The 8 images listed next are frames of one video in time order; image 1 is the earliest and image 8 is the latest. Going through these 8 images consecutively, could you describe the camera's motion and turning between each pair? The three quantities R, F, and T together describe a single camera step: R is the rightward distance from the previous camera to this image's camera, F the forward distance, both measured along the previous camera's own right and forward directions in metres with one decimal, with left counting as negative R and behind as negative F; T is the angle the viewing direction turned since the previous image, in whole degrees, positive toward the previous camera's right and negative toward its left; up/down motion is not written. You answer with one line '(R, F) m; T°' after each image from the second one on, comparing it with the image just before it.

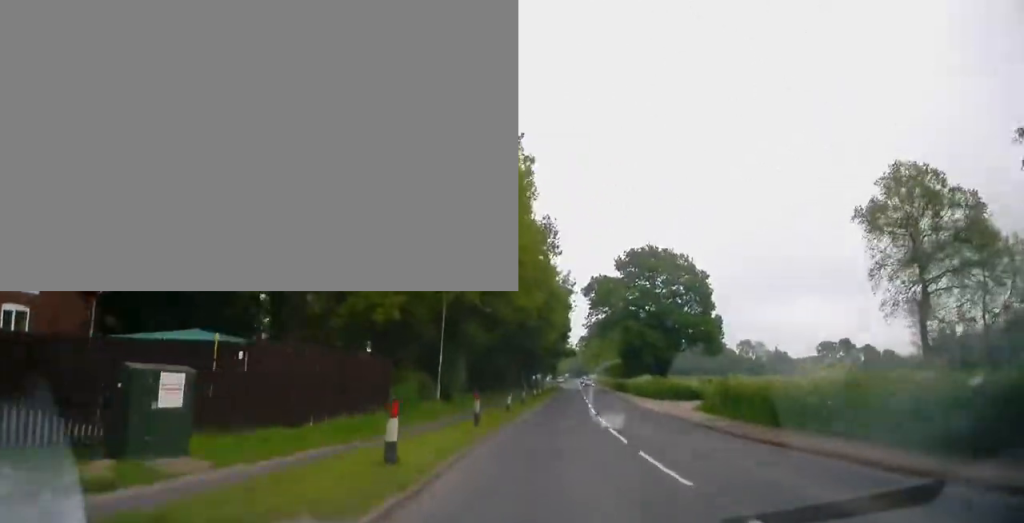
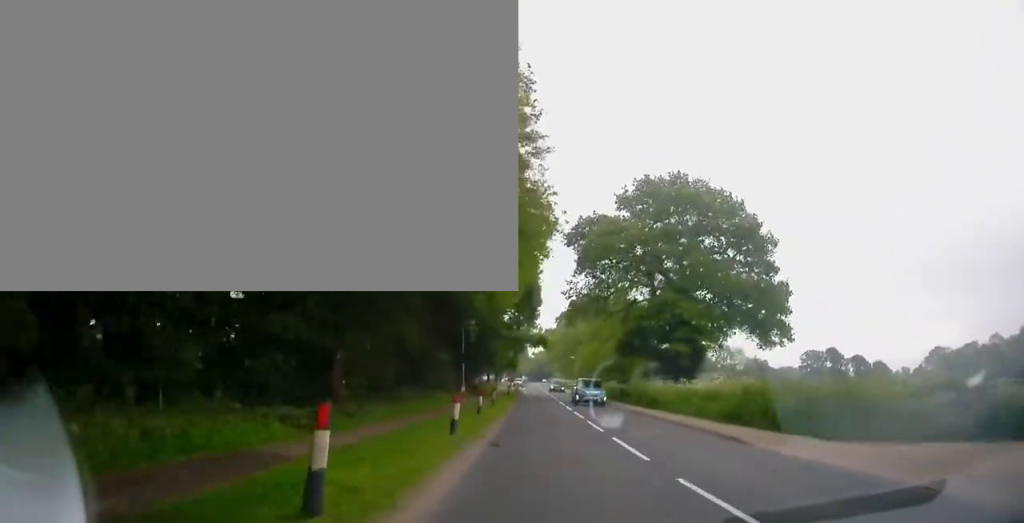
(+2.1, +27.6) m; +7°
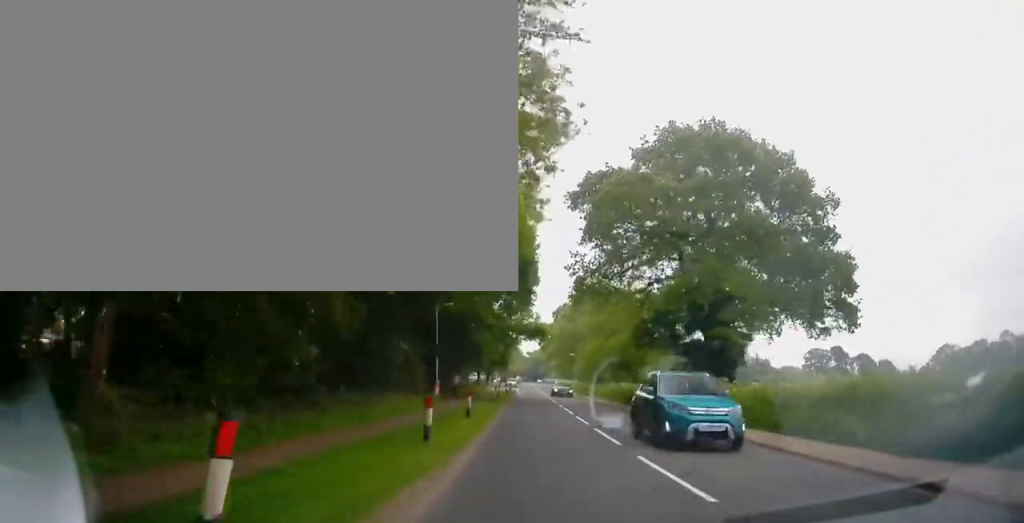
(0.0, +9.8) m; -1°
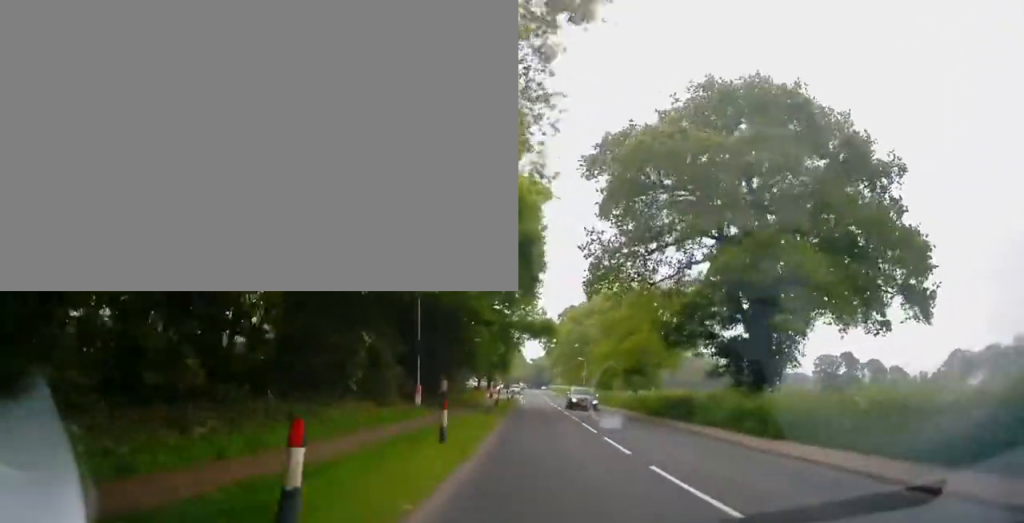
(-0.2, +6.5) m; -1°
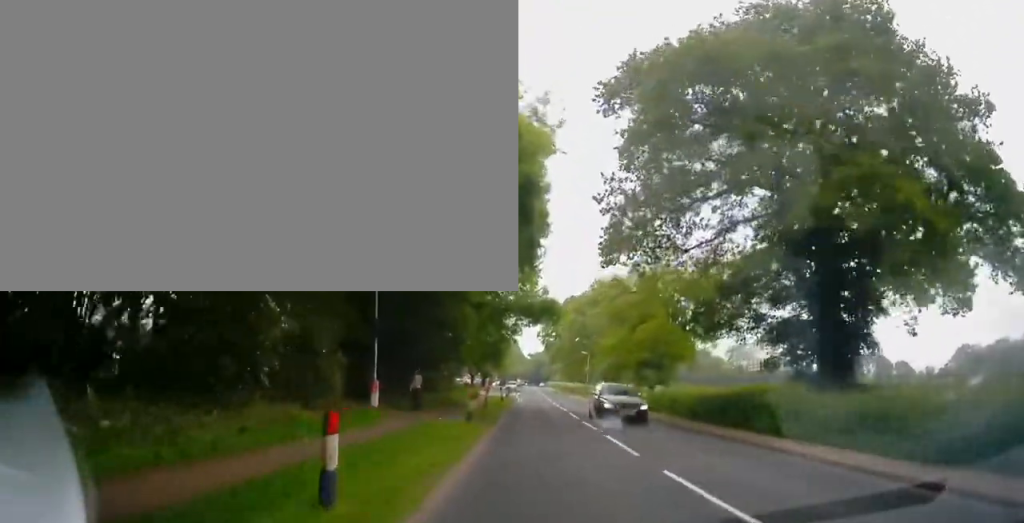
(0.0, +7.1) m; 0°
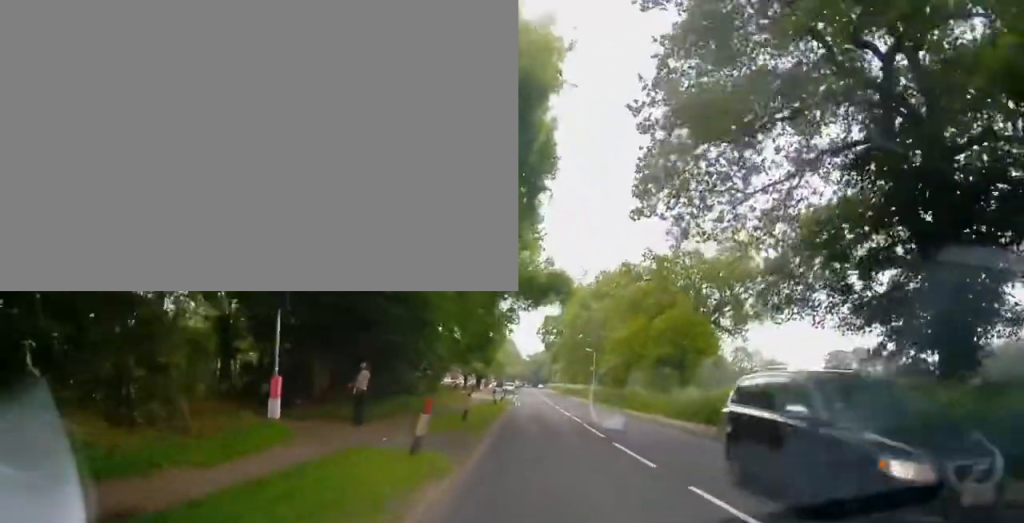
(0.0, +7.5) m; 0°
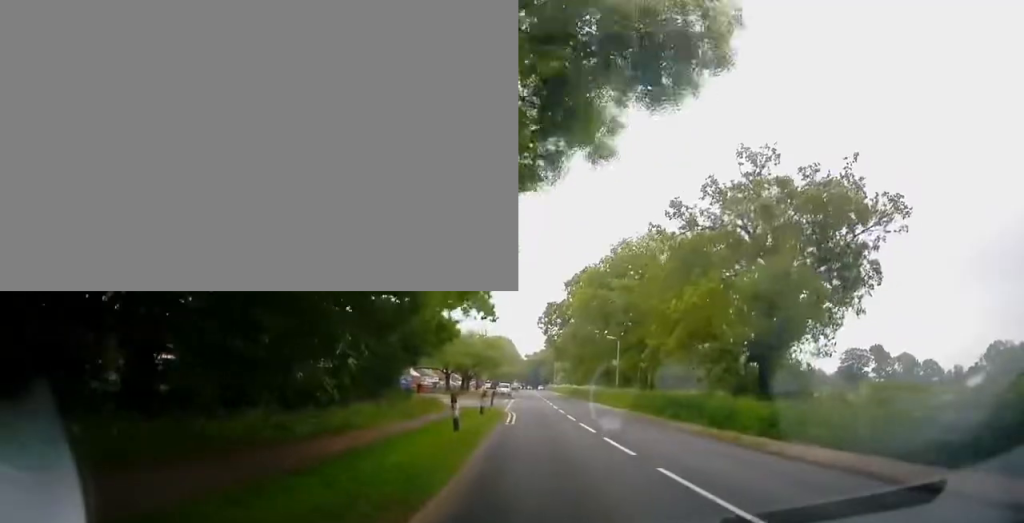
(+0.4, +16.5) m; +2°
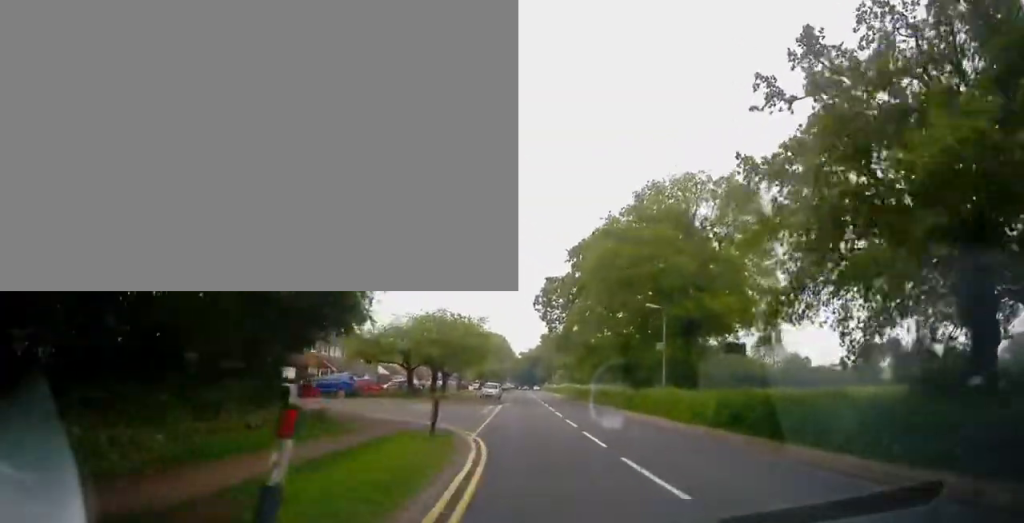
(0.0, +17.0) m; 0°
